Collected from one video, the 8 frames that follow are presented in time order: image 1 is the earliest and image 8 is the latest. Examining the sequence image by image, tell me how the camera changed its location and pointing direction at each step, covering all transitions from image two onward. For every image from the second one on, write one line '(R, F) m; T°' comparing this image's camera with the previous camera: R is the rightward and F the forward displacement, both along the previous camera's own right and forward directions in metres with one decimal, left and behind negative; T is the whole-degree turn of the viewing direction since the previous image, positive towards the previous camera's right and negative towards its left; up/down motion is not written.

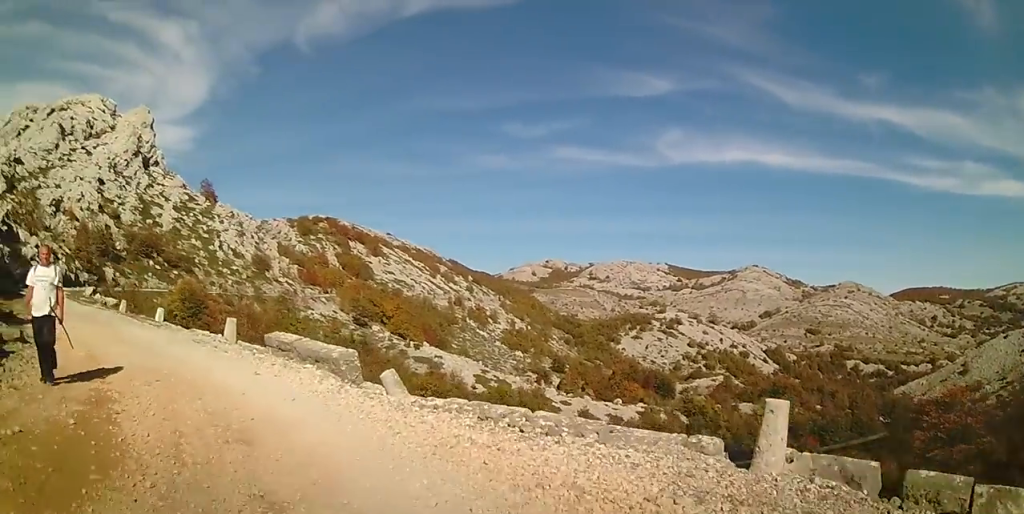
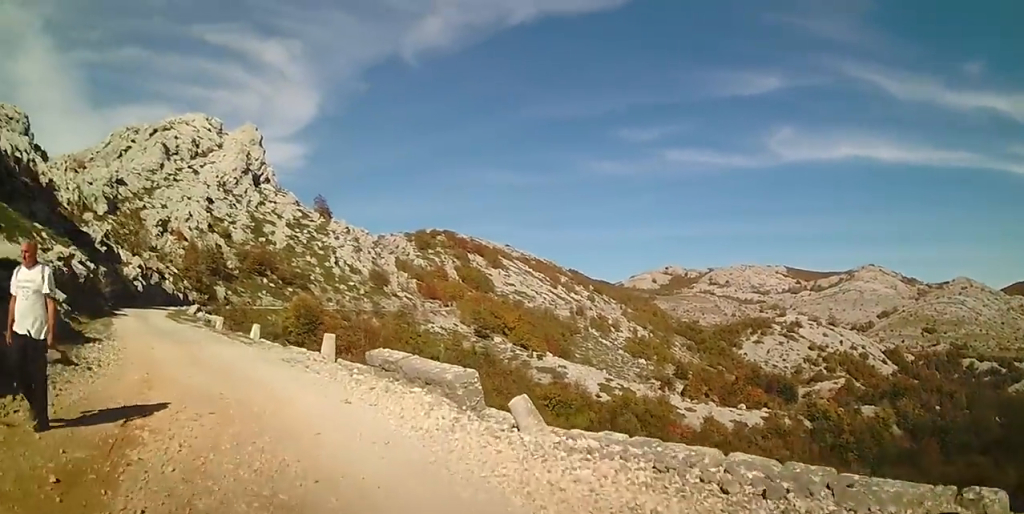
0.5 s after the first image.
(-0.3, +2.1) m; -10°
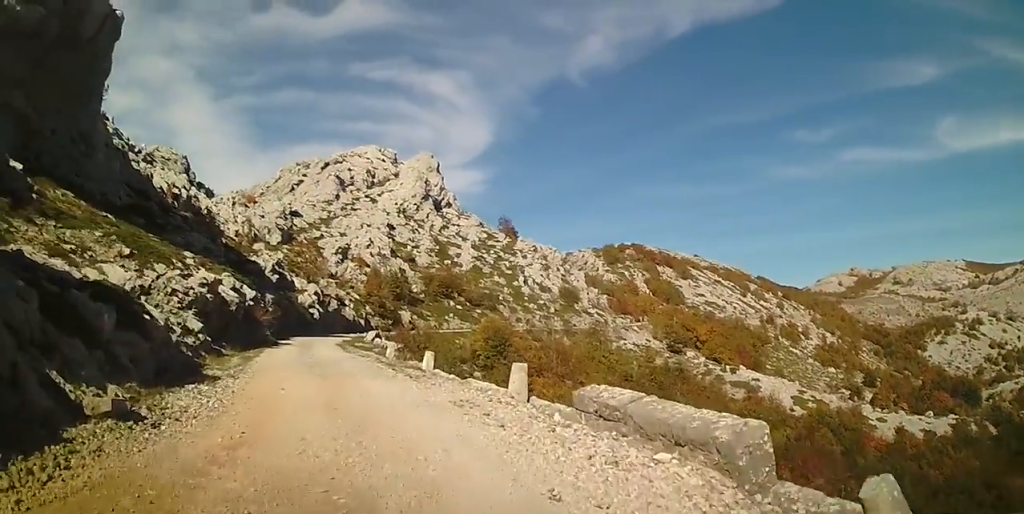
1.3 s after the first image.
(-0.4, +3.2) m; -16°
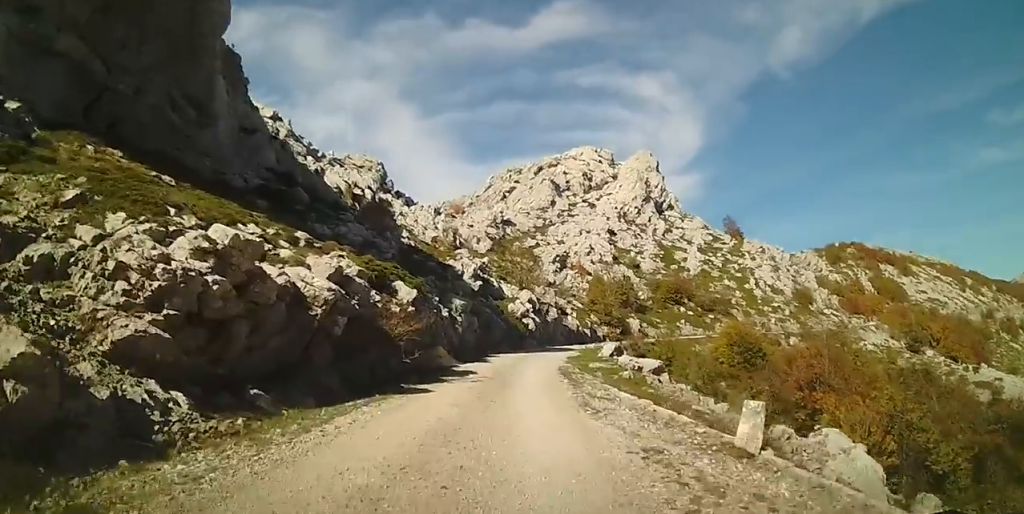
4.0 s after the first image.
(-5.1, +14.3) m; -21°
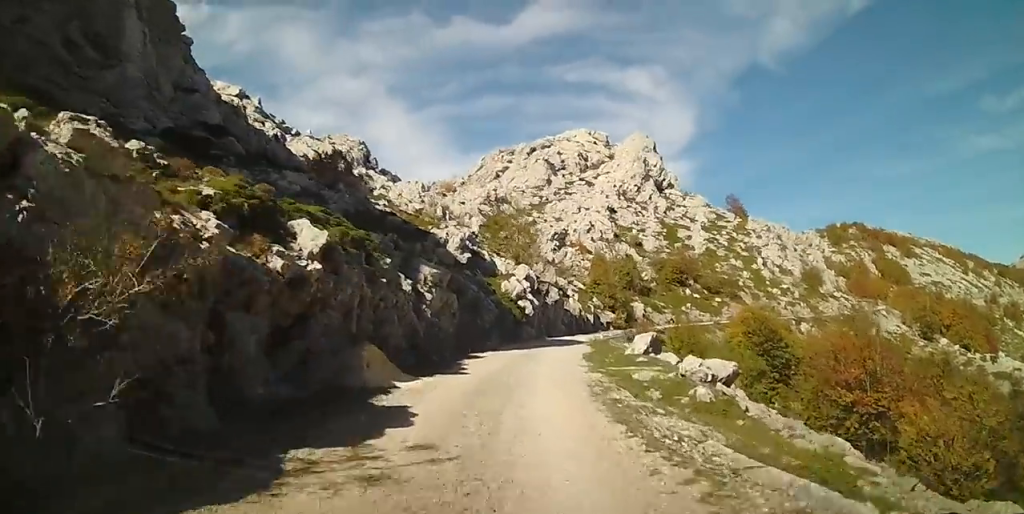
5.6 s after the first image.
(+0.3, +11.2) m; +1°
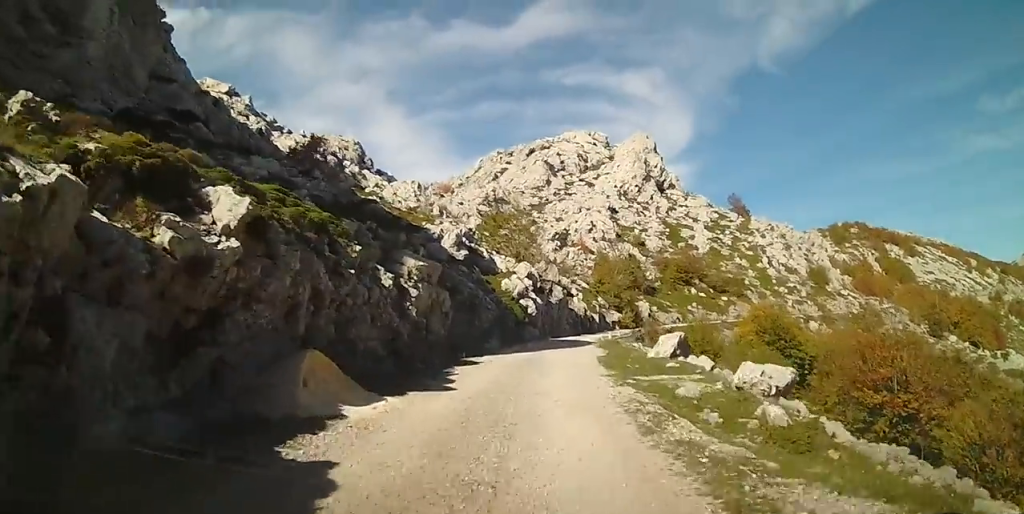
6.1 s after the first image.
(0.0, +4.1) m; 0°
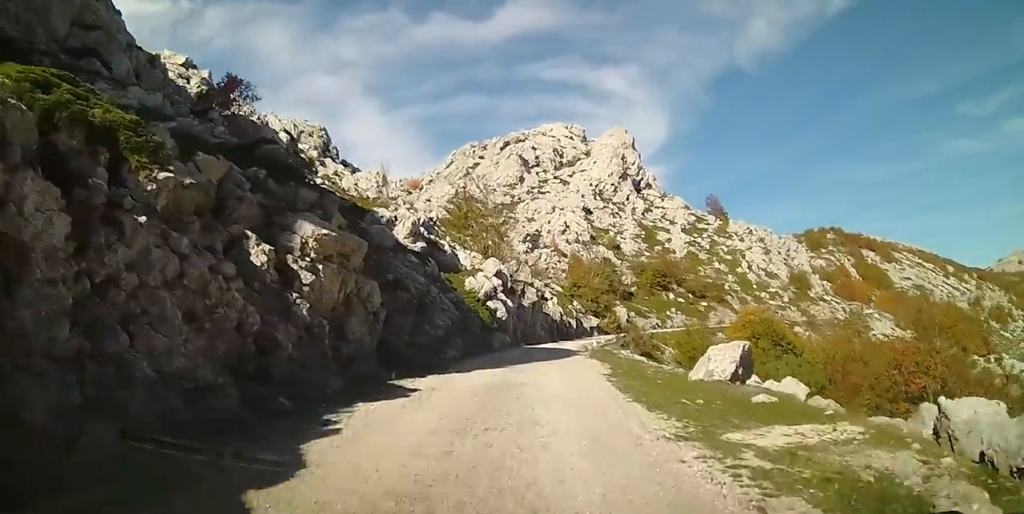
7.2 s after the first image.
(+0.1, +8.5) m; +2°
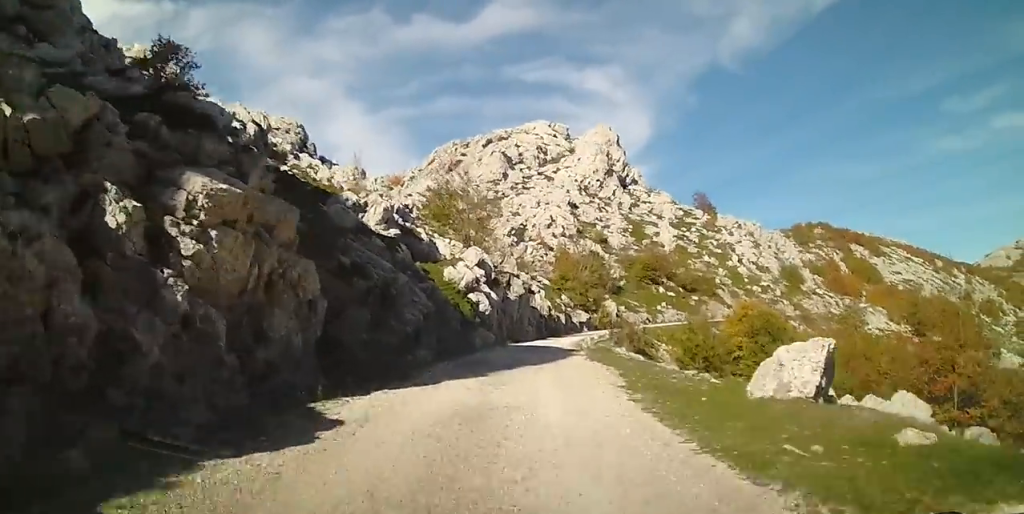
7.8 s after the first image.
(0.0, +4.4) m; +2°
